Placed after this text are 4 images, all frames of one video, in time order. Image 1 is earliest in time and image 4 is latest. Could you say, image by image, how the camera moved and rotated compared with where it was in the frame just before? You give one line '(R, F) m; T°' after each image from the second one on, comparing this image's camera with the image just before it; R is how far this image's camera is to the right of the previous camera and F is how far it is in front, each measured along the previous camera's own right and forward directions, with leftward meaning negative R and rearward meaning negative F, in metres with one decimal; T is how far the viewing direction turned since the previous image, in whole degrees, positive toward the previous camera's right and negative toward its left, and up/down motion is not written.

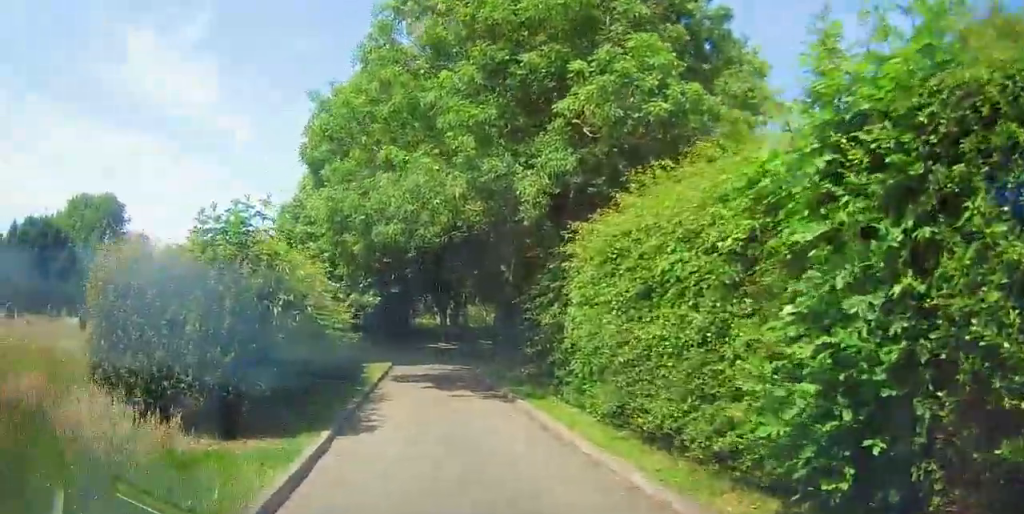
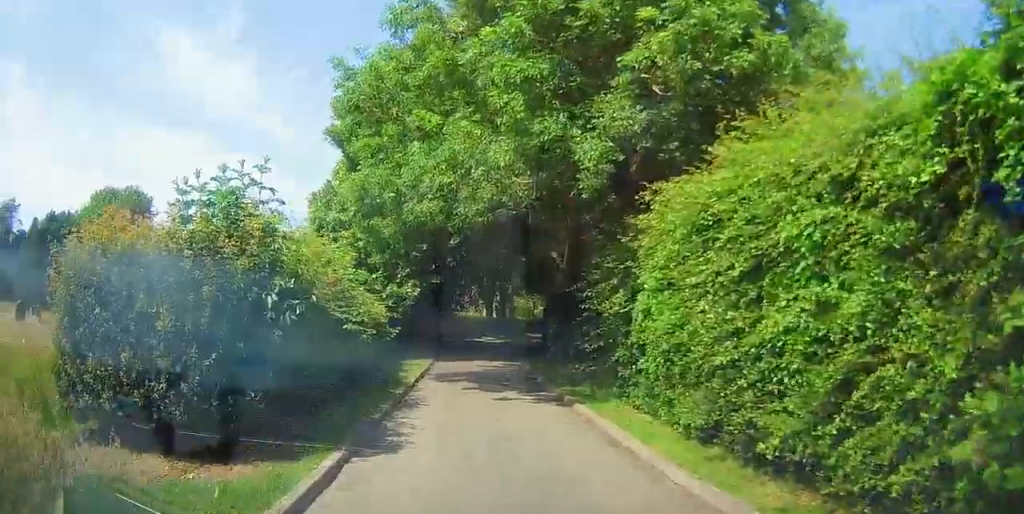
(0.0, +2.6) m; -1°
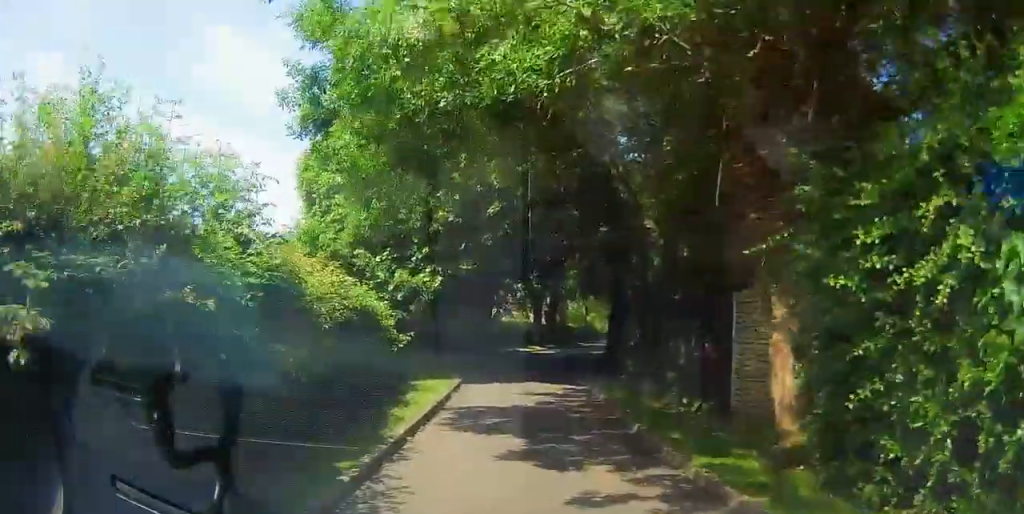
(-0.8, +8.2) m; -10°
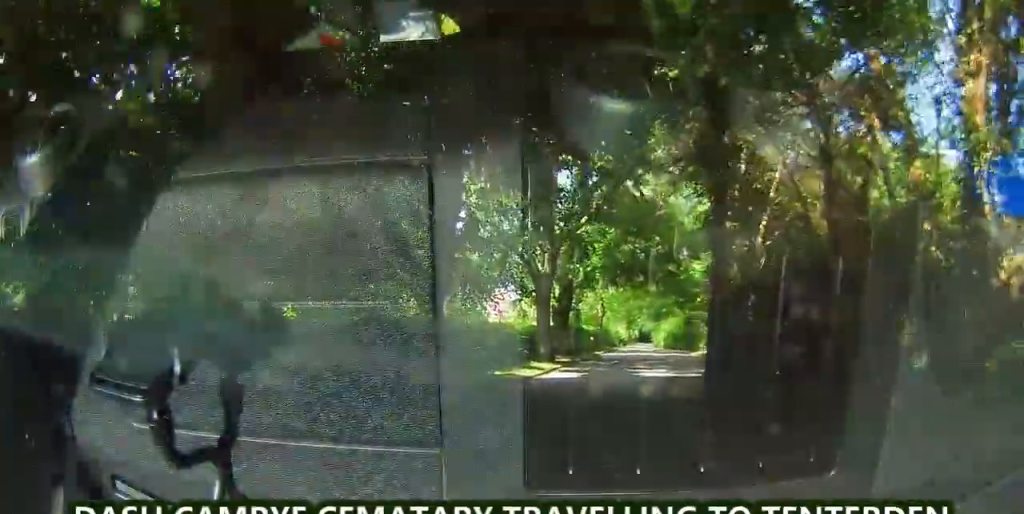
(-0.4, +14.9) m; -2°
